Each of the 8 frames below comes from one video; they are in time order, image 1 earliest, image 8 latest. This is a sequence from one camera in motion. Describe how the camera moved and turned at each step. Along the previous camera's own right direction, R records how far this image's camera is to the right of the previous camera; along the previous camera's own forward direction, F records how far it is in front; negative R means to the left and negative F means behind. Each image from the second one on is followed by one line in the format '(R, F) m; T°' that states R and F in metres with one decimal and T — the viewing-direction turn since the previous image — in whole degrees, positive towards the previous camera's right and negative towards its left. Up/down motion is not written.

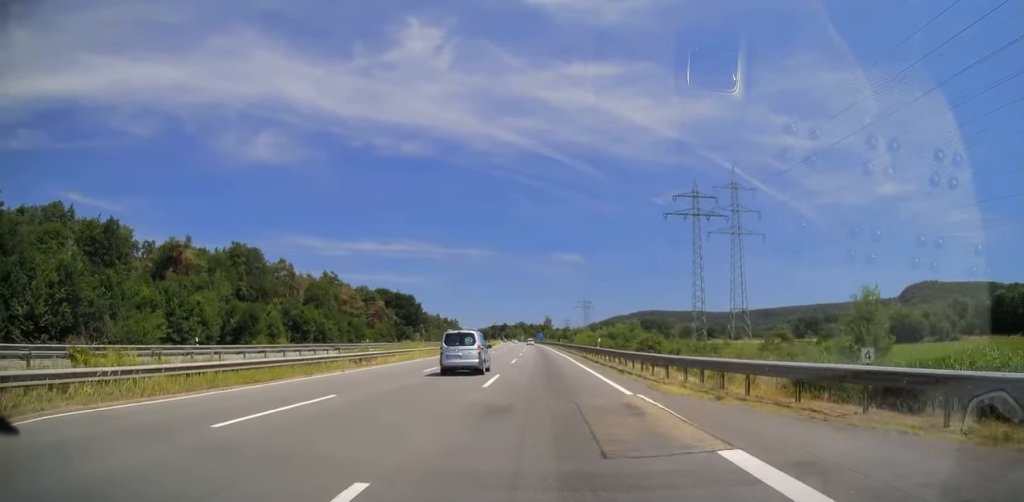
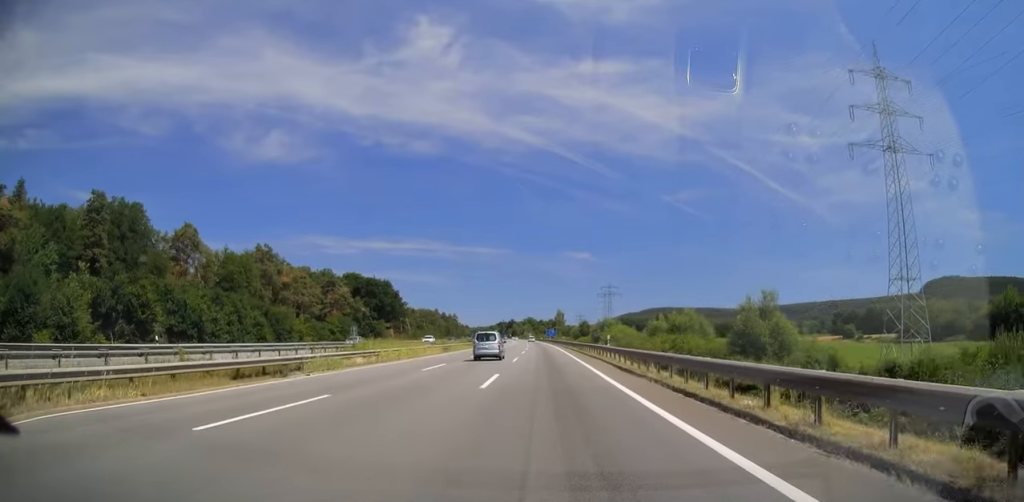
(-0.1, +55.2) m; 0°
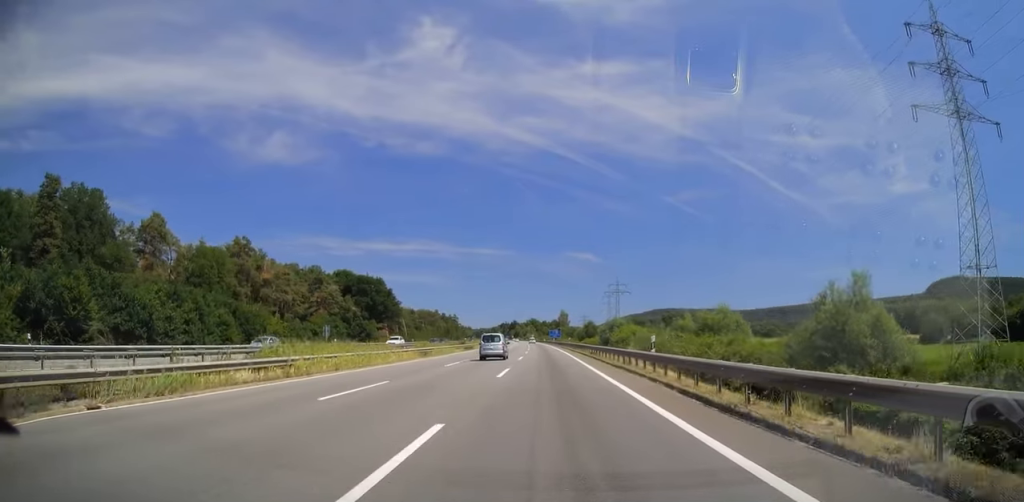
(+0.1, +12.8) m; 0°
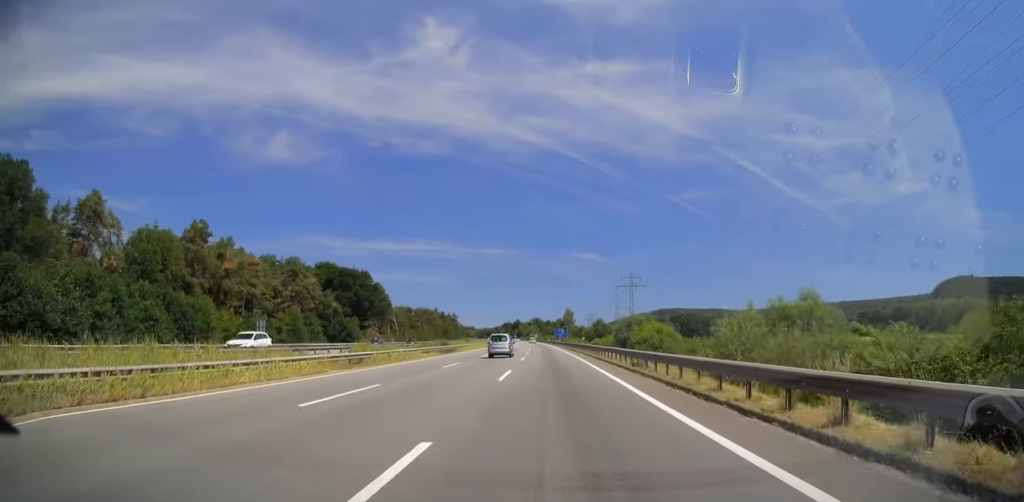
(-0.2, +19.7) m; -1°
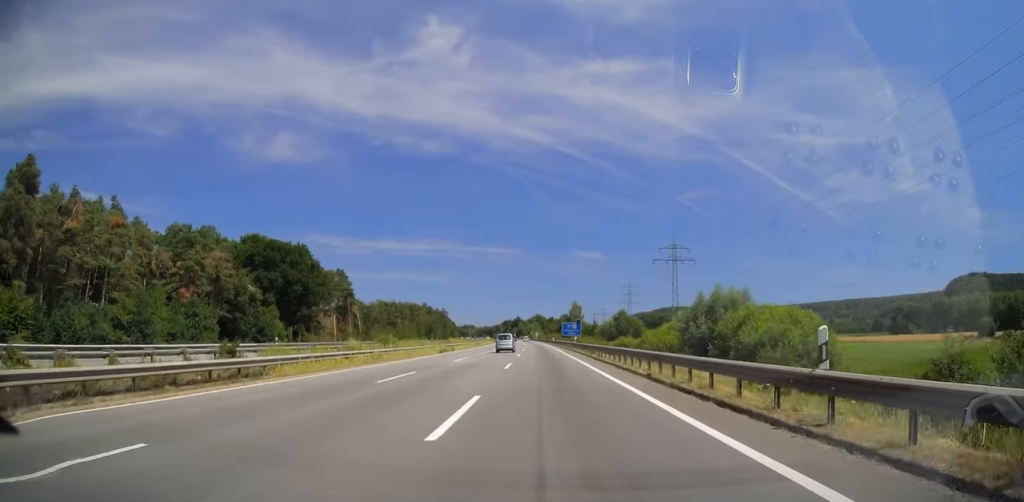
(-0.4, +47.8) m; -1°
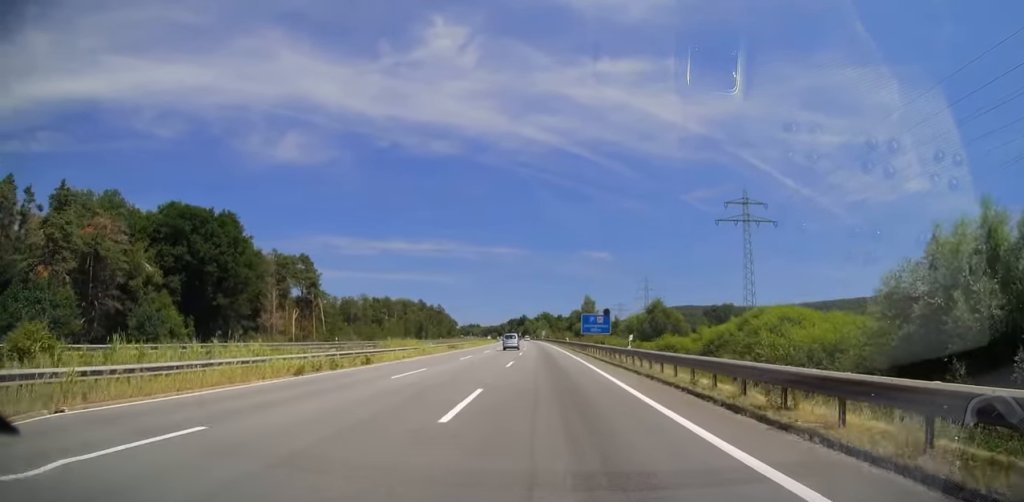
(-0.1, +34.5) m; -1°
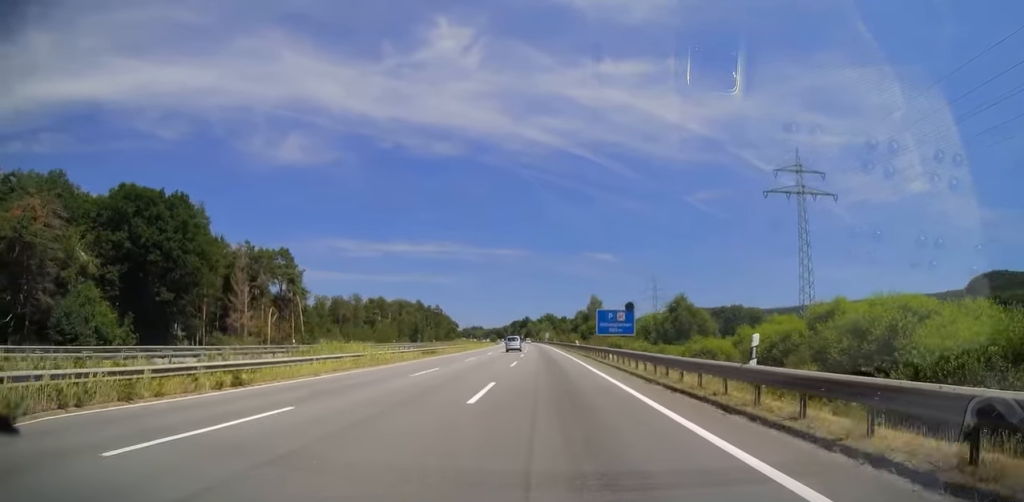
(-0.2, +14.8) m; 0°
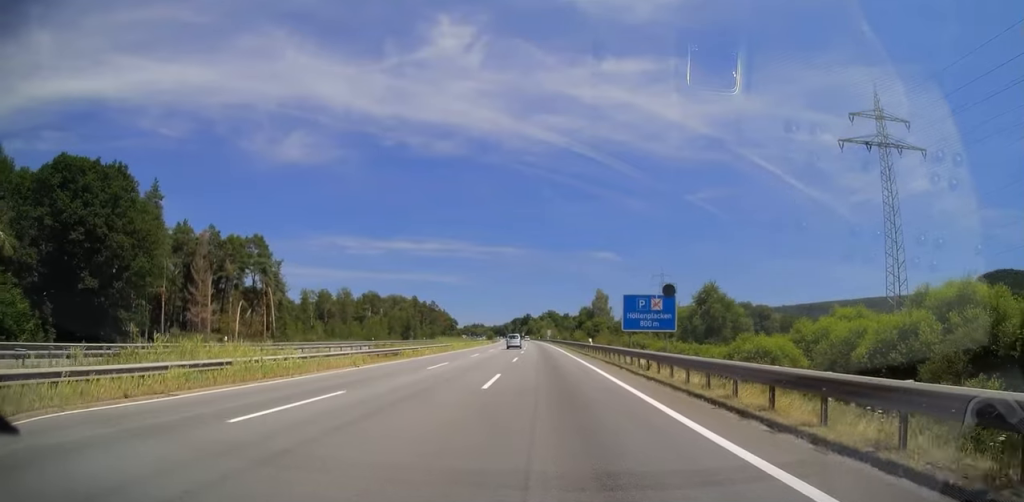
(0.0, +14.8) m; 0°
